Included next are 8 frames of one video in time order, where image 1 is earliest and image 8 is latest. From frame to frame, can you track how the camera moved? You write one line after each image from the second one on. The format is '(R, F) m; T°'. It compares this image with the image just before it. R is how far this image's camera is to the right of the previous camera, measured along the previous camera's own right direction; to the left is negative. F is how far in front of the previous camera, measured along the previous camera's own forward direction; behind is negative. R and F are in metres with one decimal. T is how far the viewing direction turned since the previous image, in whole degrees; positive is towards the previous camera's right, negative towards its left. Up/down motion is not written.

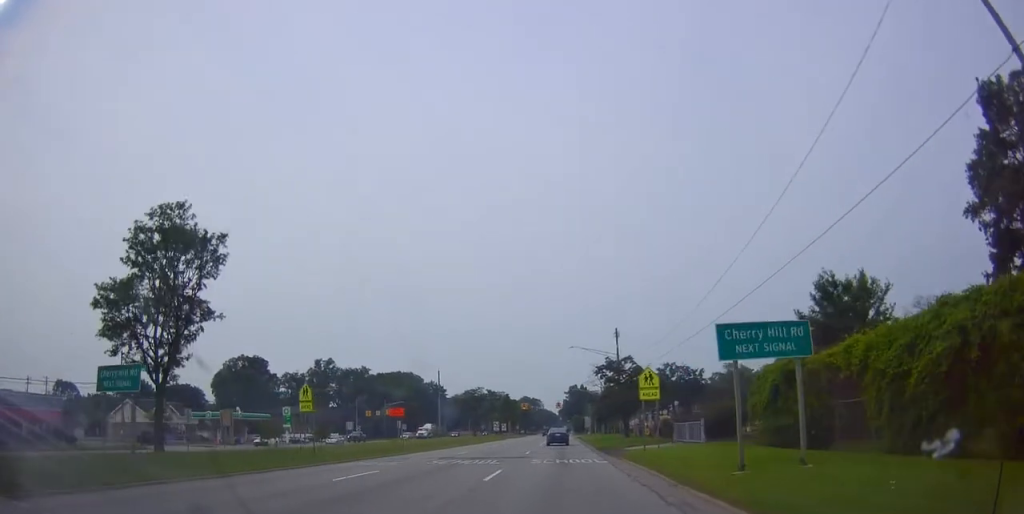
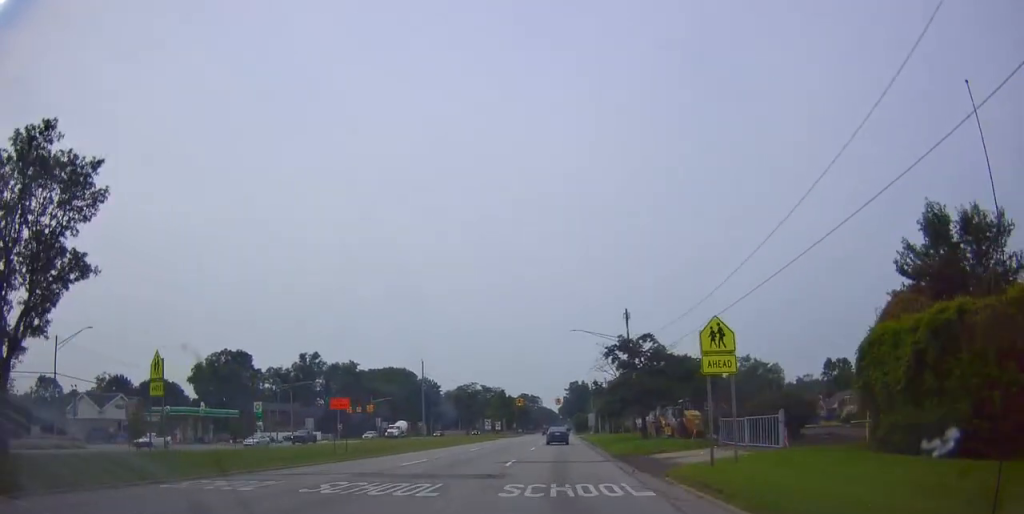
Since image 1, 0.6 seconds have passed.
(0.0, +11.2) m; -1°
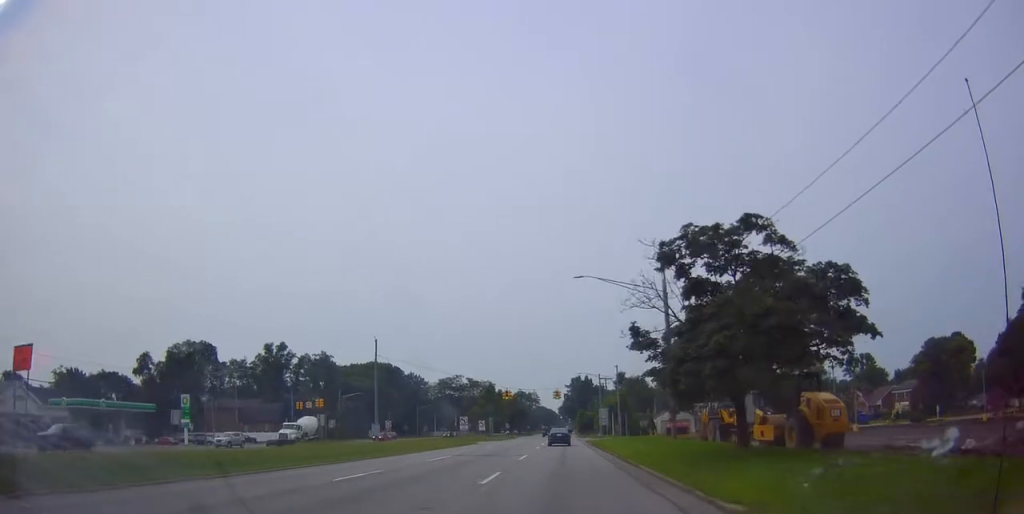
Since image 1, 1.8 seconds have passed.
(-0.3, +22.9) m; +1°
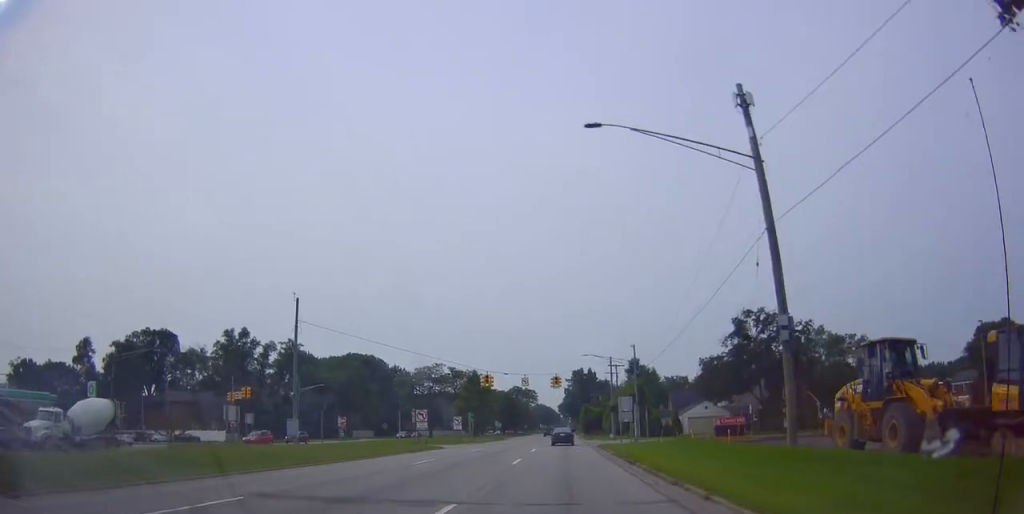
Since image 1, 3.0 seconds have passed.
(+0.7, +20.8) m; +1°
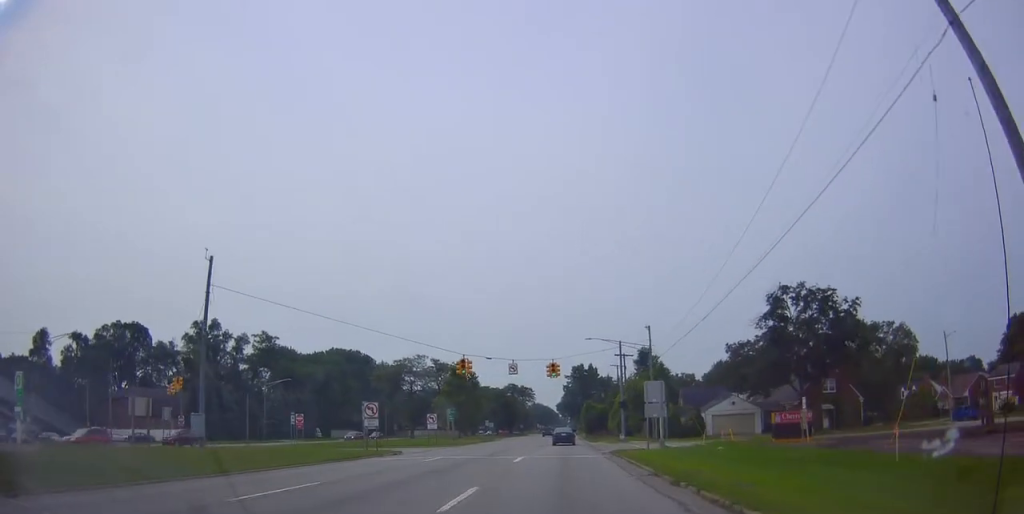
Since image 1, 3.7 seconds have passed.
(-0.2, +12.8) m; -2°
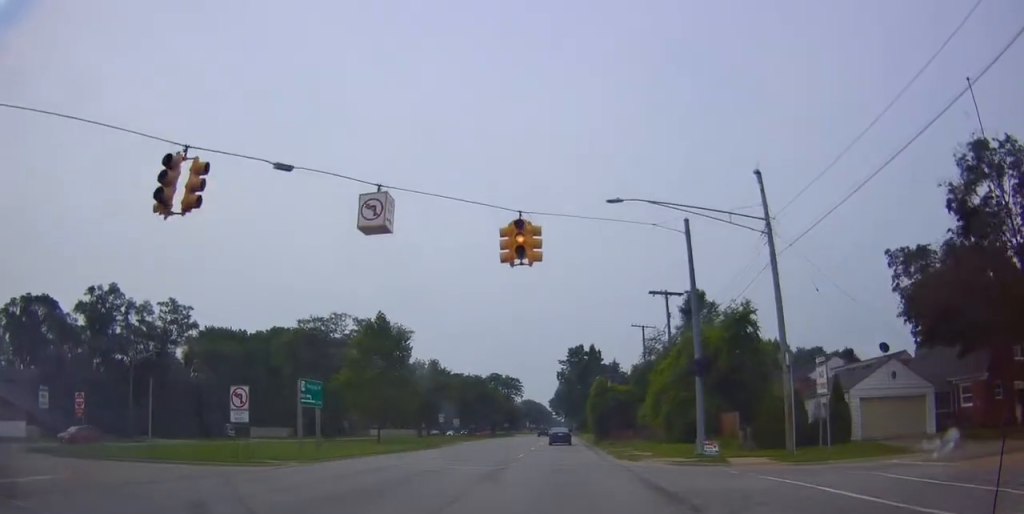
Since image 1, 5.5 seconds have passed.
(-0.8, +33.4) m; 0°
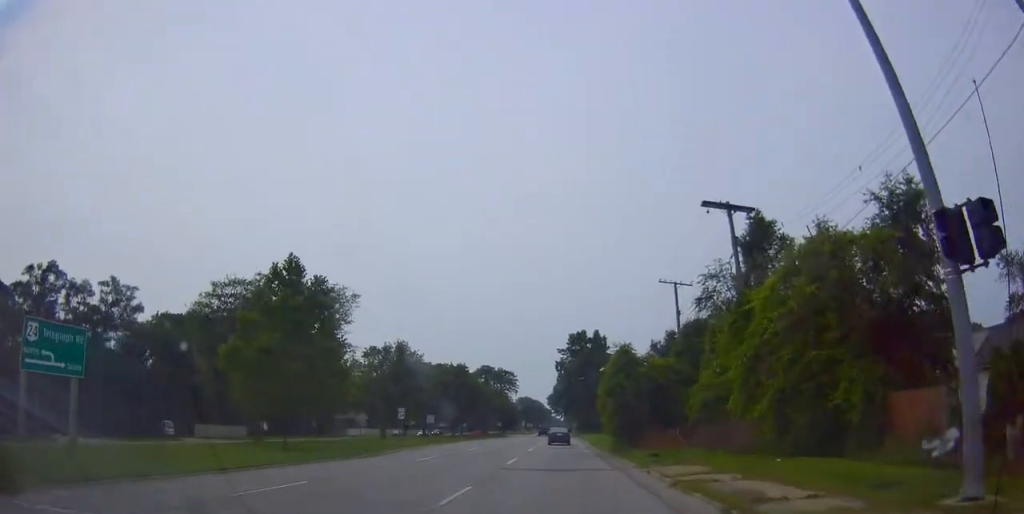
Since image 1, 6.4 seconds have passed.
(+0.5, +16.4) m; +1°
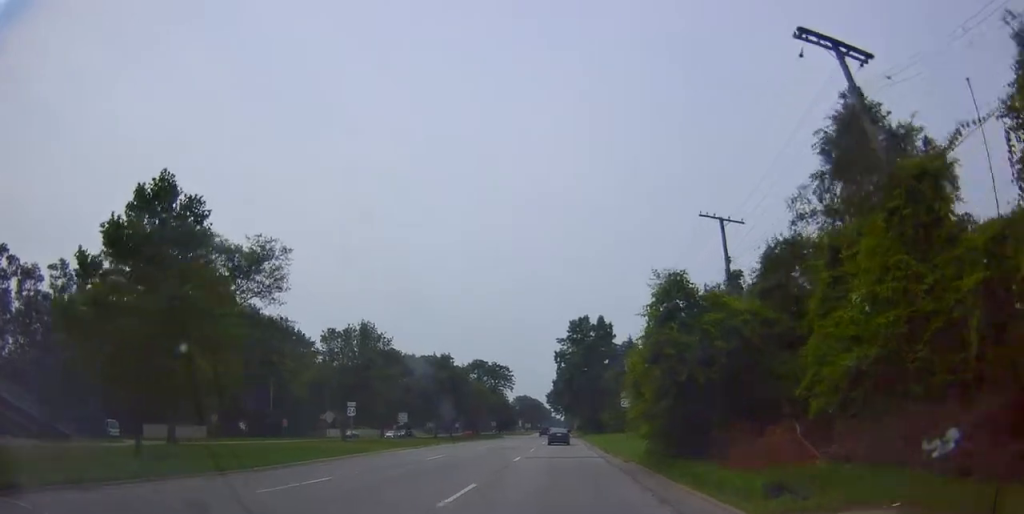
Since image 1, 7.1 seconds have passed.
(+0.1, +12.2) m; 0°
